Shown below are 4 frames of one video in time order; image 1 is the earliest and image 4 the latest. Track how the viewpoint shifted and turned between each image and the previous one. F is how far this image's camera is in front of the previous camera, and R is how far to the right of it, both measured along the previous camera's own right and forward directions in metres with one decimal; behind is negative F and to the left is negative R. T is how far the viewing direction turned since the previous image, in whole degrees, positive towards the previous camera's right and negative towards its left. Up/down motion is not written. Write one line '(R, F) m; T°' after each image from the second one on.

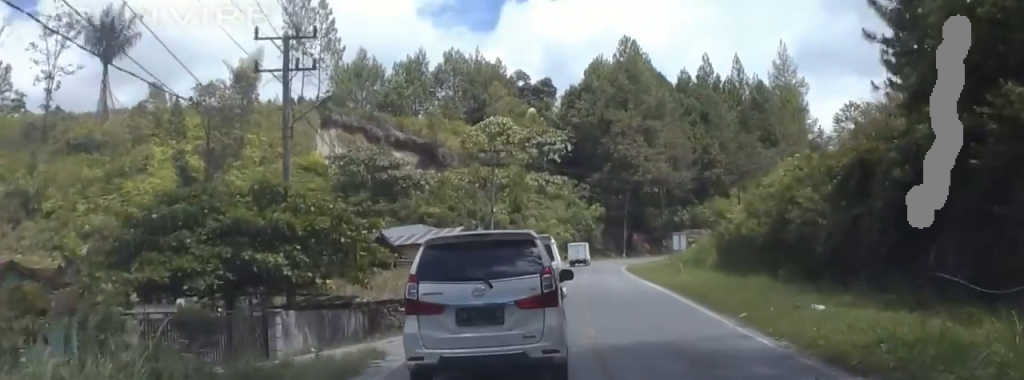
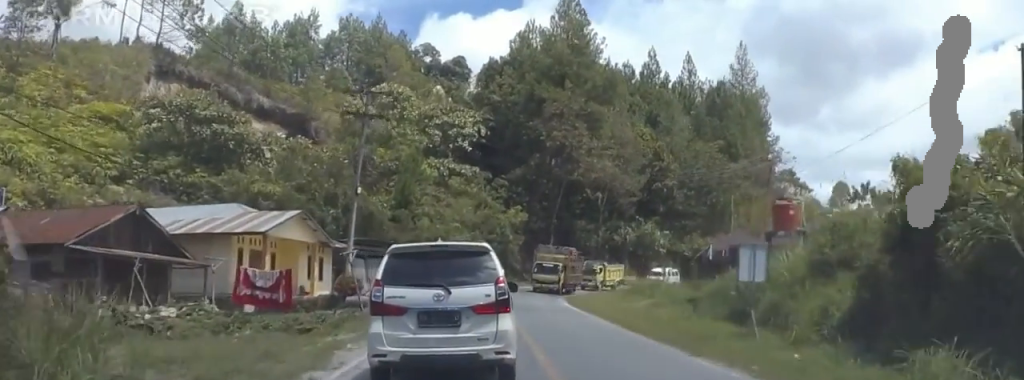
(-1.9, +31.5) m; +1°
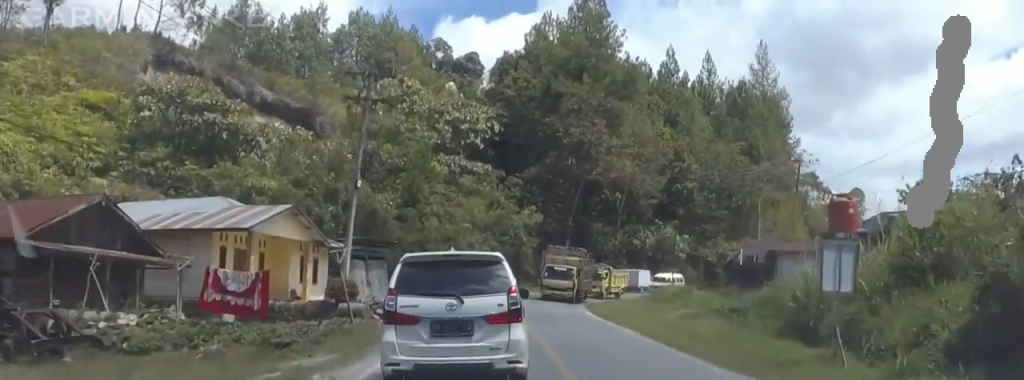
(+0.1, +4.8) m; +1°
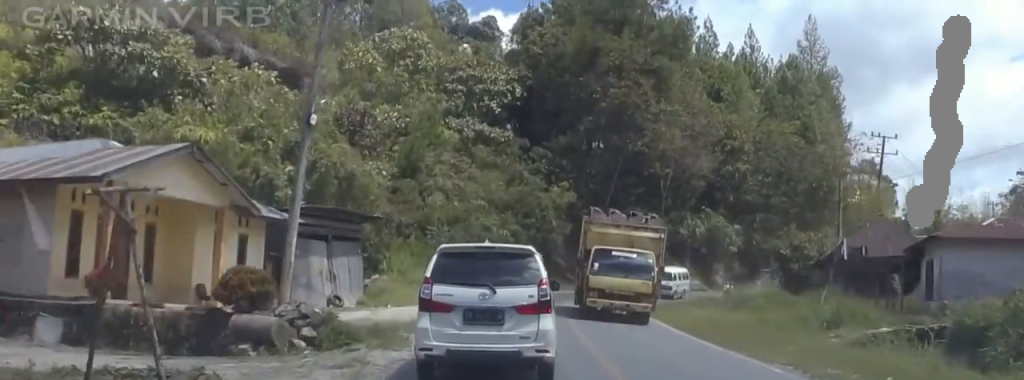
(0.0, +15.2) m; 0°
